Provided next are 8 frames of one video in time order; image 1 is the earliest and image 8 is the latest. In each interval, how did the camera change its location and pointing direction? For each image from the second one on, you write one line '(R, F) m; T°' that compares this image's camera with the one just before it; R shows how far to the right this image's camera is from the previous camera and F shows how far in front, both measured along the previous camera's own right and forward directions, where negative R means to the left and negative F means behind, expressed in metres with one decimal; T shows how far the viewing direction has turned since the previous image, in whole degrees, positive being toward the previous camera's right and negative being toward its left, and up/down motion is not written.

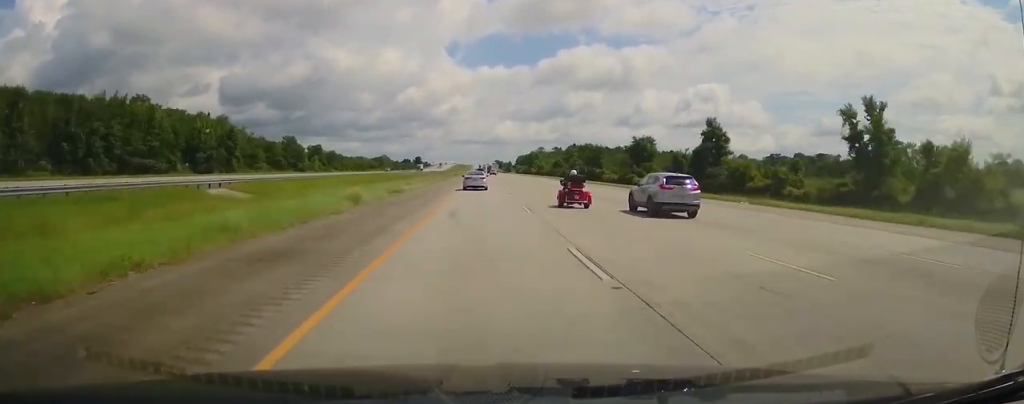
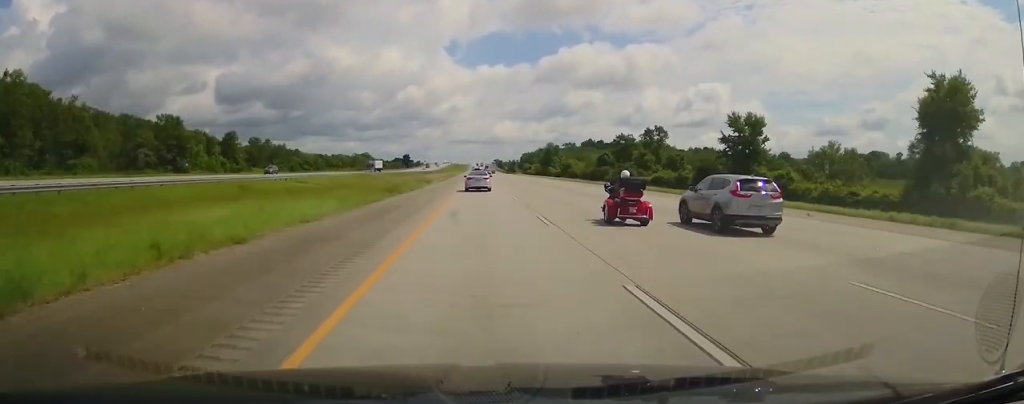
(-0.1, +76.6) m; 0°
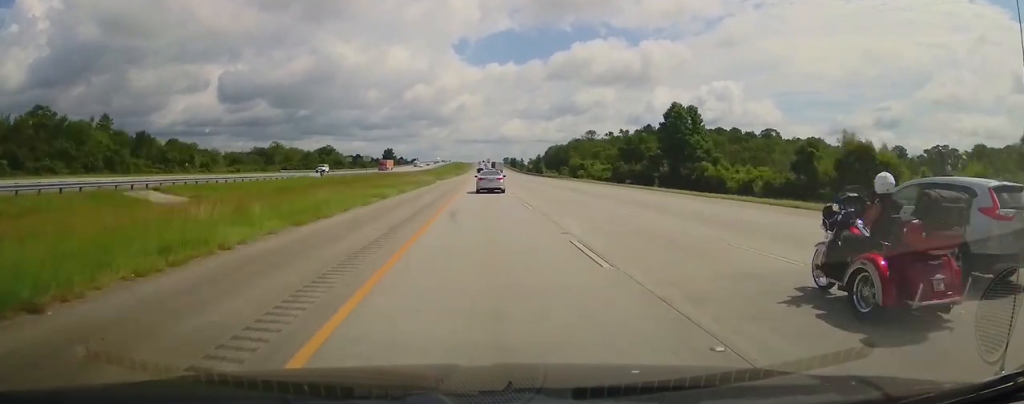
(+0.1, +128.8) m; -1°
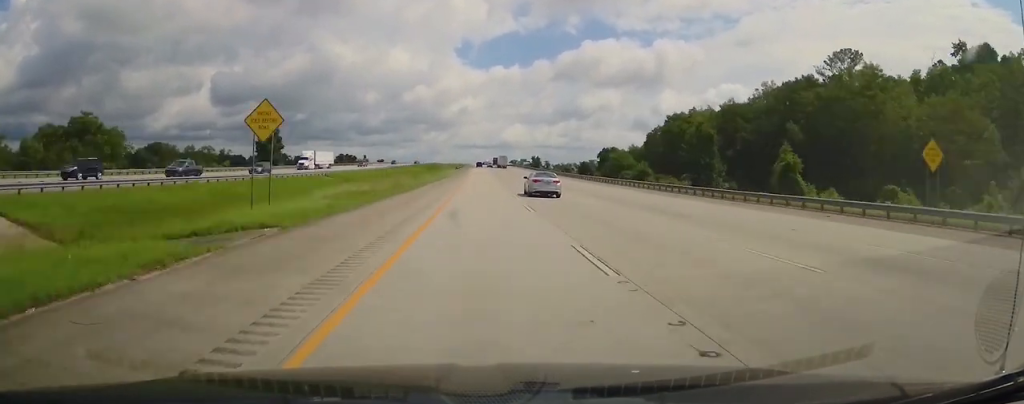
(-1.8, +210.3) m; 0°
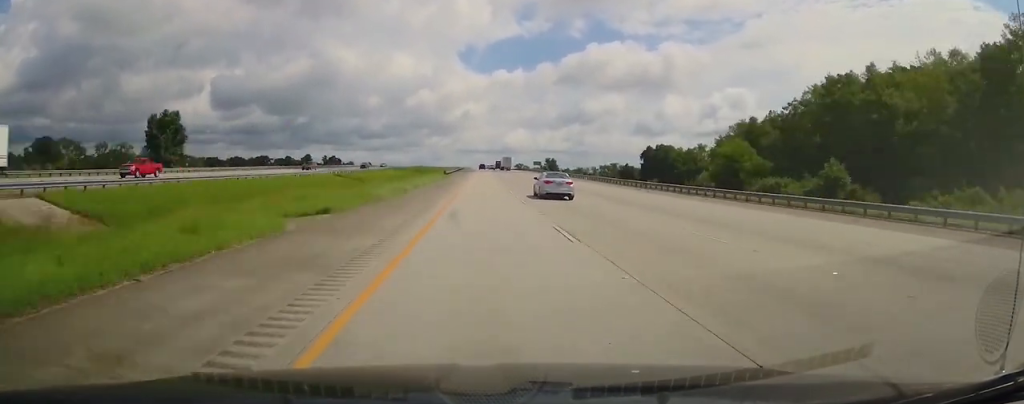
(-0.1, +57.7) m; 0°
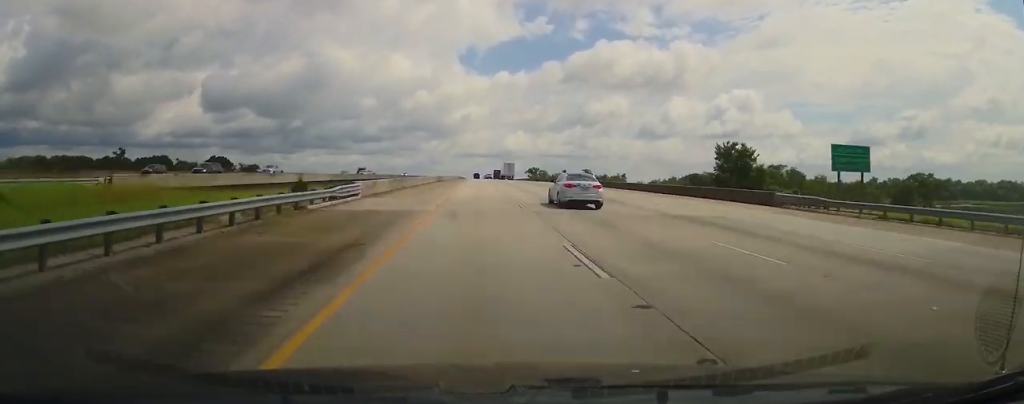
(+1.3, +187.6) m; 0°
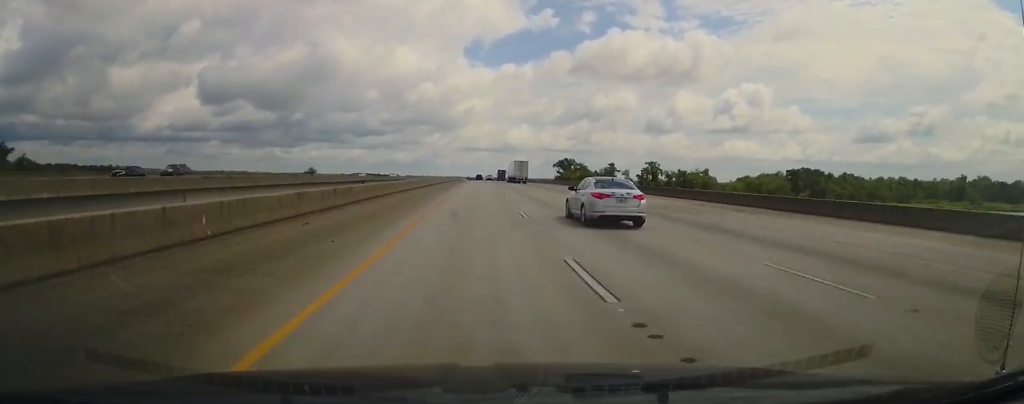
(-0.8, +150.3) m; -1°
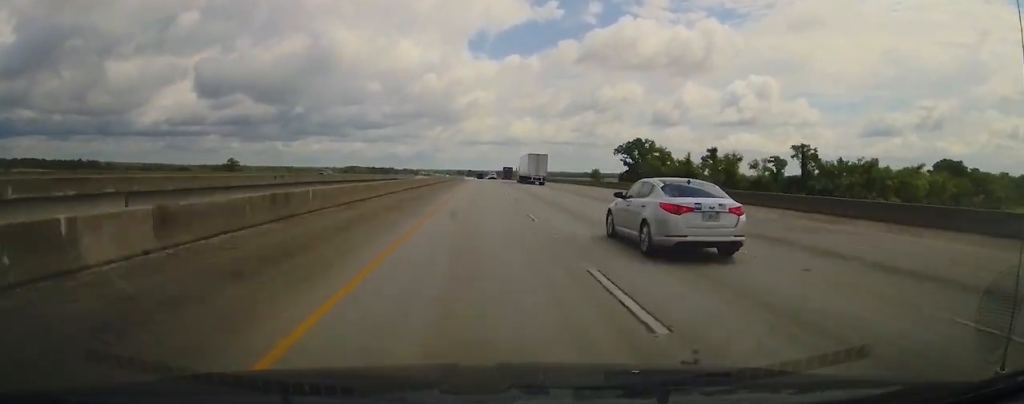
(-0.7, +122.0) m; 0°
